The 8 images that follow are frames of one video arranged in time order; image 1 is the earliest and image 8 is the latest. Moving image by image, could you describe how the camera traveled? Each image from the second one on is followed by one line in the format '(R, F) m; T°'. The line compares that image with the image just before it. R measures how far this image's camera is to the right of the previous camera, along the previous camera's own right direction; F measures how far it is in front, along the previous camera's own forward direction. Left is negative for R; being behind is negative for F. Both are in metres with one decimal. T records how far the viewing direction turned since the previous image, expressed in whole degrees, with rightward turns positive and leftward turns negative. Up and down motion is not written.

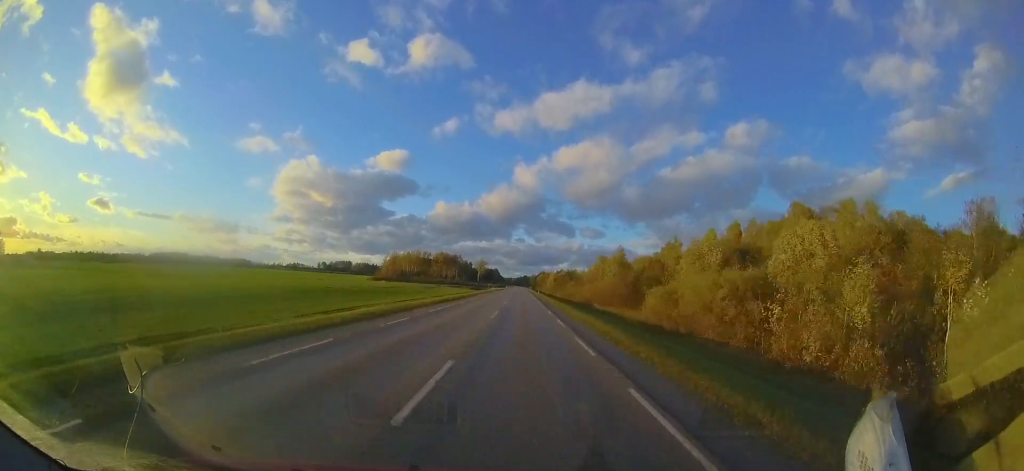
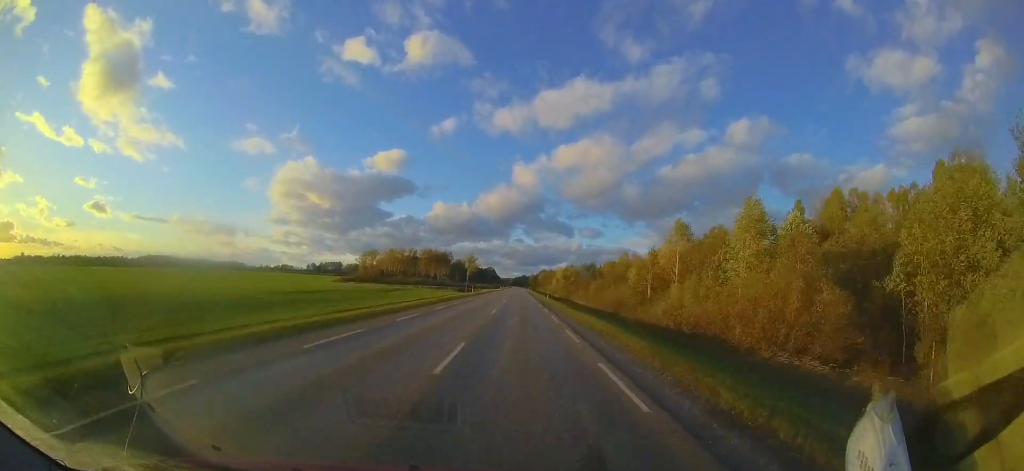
(0.0, +34.1) m; 0°
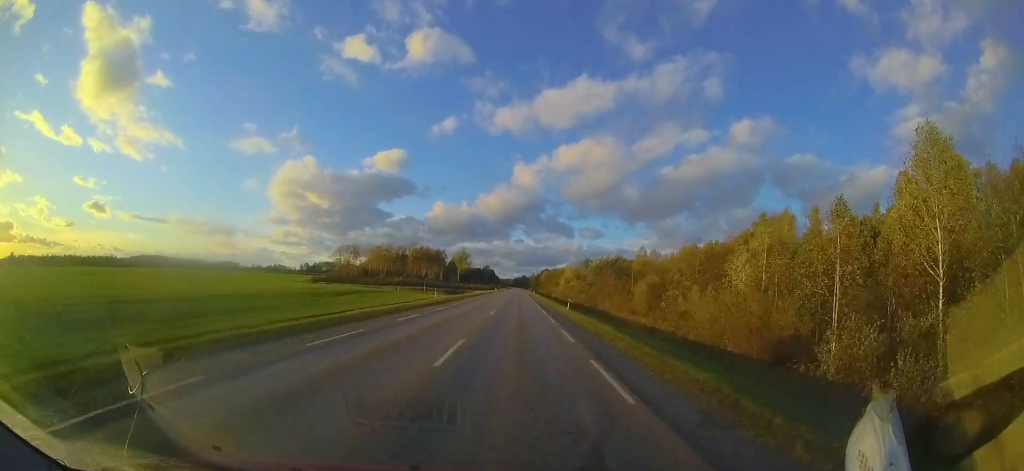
(+0.1, +24.0) m; 0°
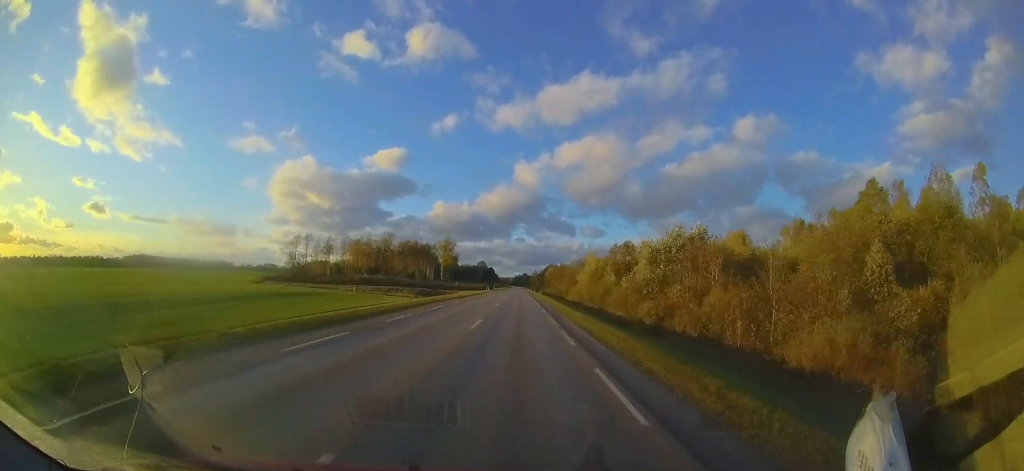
(-0.2, +31.6) m; 0°
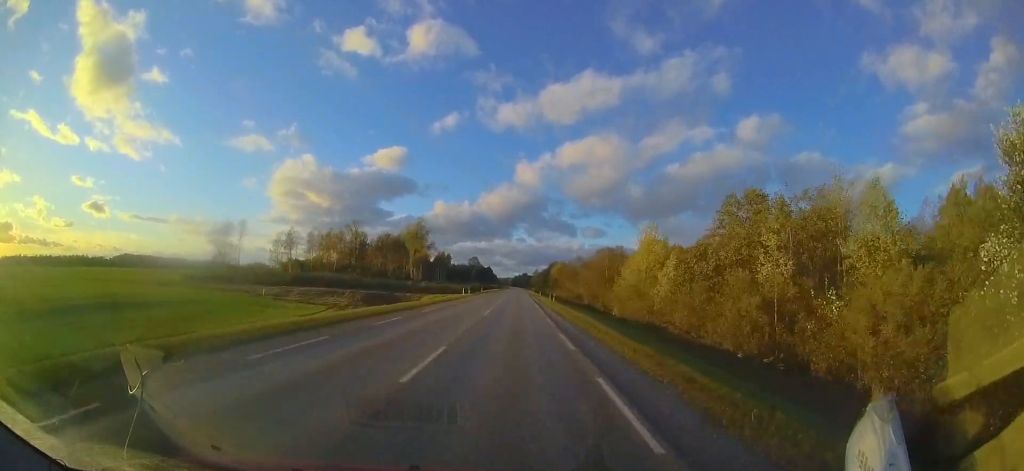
(+0.1, +31.0) m; 0°
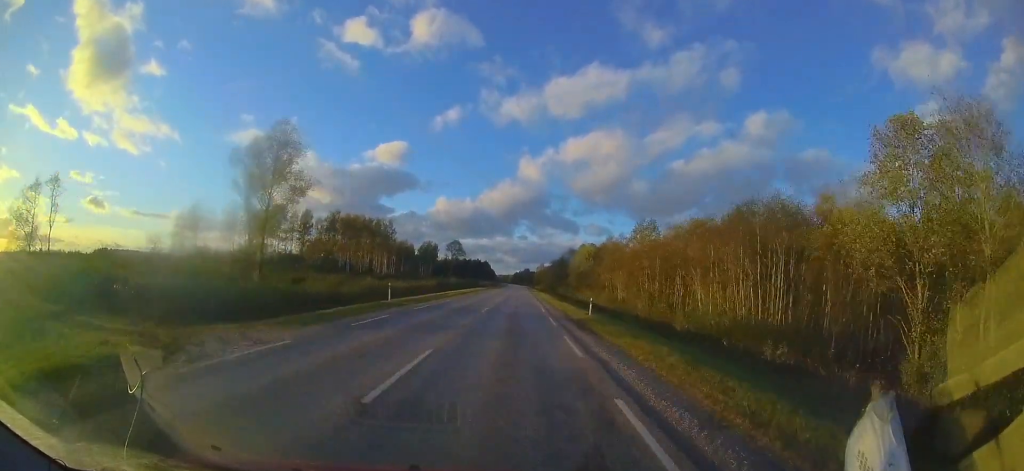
(-0.3, +50.5) m; 0°
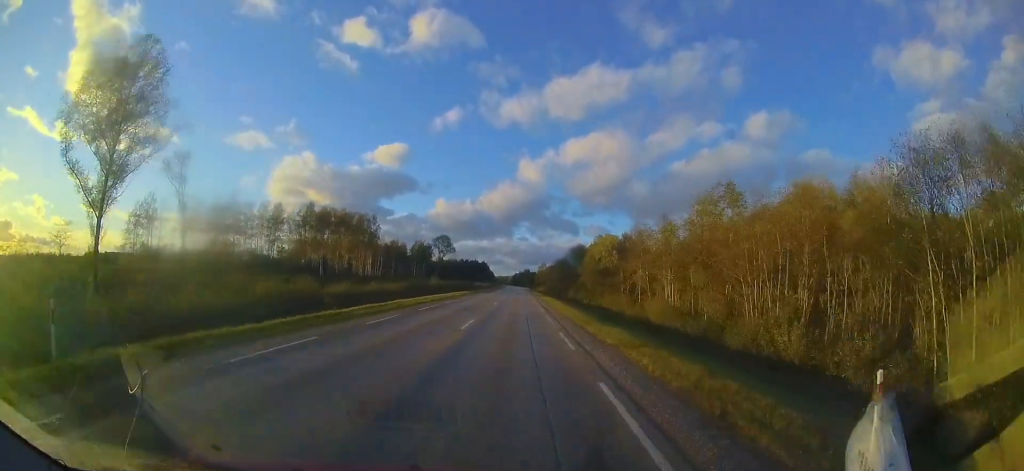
(0.0, +17.3) m; 0°
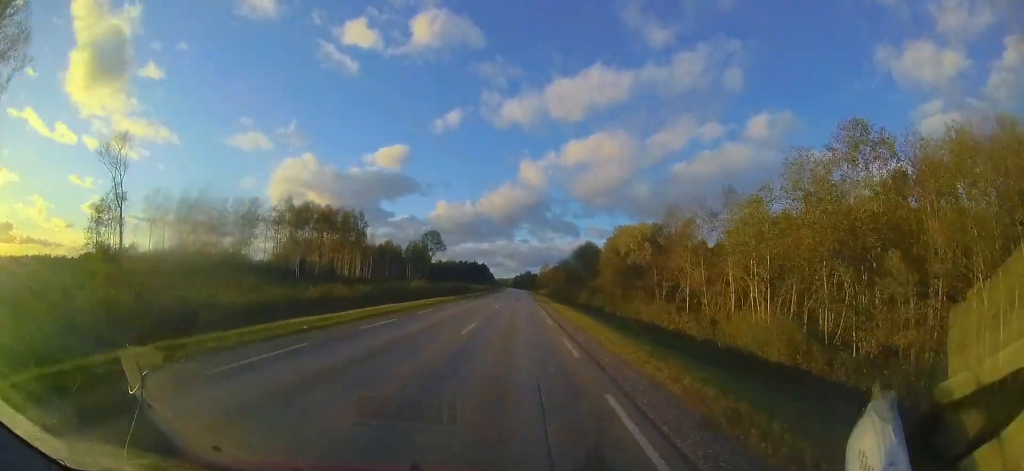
(+0.1, +12.7) m; 0°
